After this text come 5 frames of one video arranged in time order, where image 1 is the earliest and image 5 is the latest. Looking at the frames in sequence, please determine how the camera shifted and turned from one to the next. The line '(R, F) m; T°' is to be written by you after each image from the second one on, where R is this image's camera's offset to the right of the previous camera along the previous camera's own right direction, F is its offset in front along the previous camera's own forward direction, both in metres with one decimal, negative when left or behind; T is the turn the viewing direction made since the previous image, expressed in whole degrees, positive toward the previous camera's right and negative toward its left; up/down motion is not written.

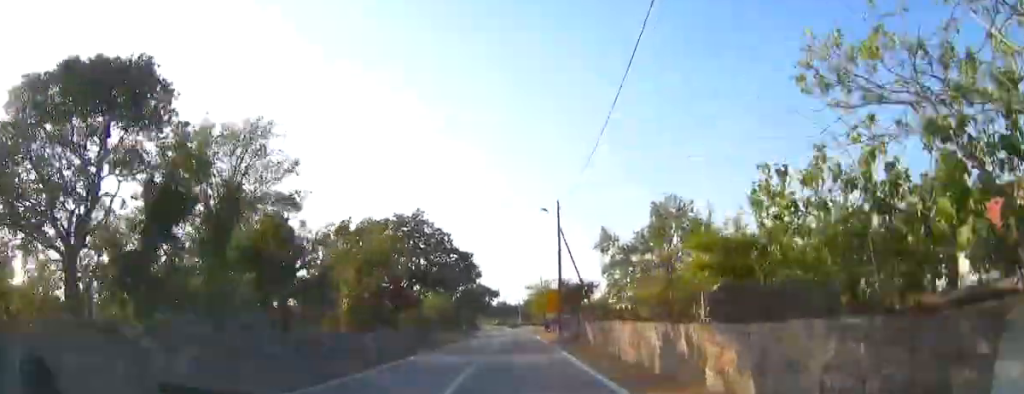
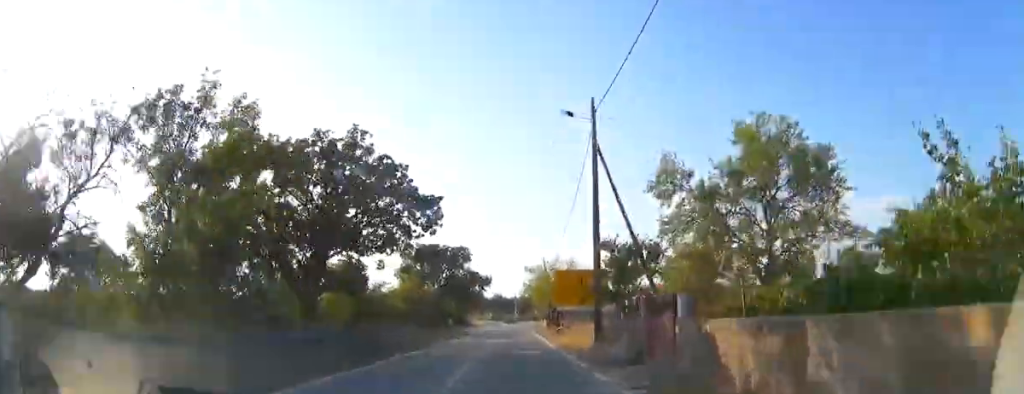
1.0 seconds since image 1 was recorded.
(-0.3, +15.3) m; -1°
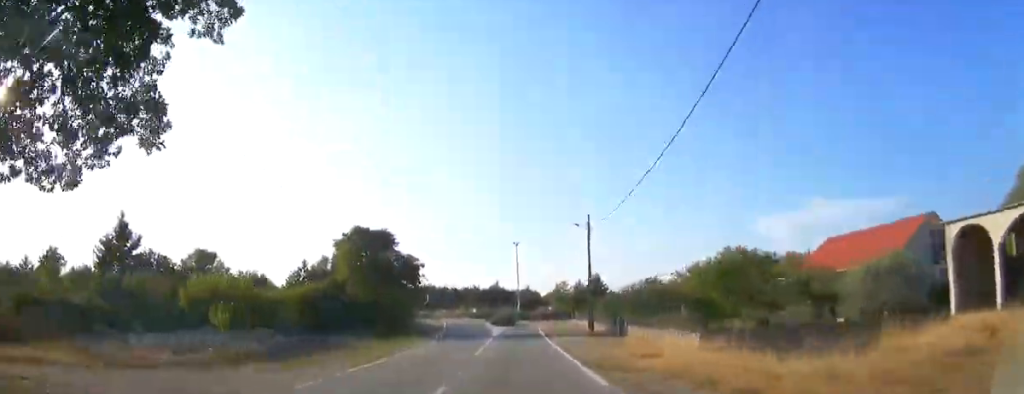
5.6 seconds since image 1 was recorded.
(-0.1, +65.8) m; +1°
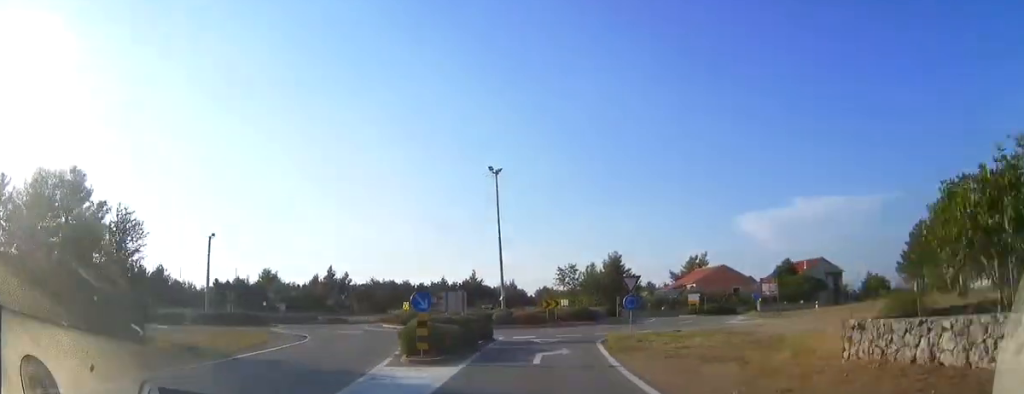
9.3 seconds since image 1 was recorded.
(+0.2, +44.3) m; 0°
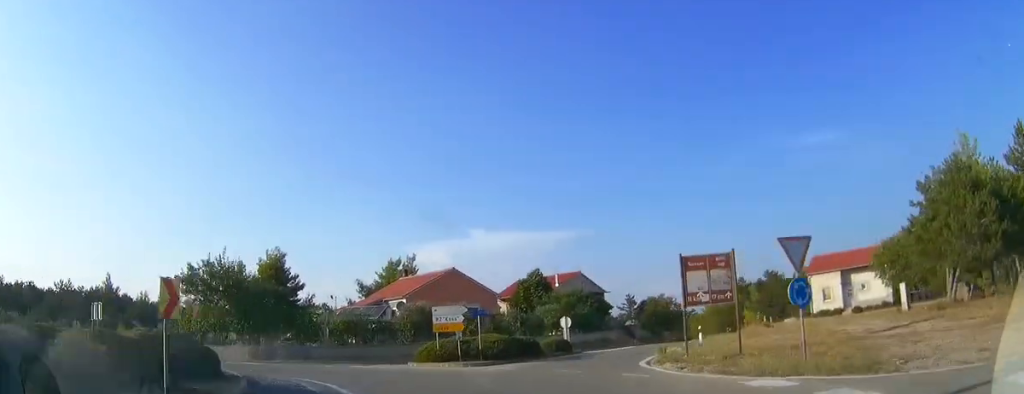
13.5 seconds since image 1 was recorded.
(+6.8, +38.1) m; +31°
